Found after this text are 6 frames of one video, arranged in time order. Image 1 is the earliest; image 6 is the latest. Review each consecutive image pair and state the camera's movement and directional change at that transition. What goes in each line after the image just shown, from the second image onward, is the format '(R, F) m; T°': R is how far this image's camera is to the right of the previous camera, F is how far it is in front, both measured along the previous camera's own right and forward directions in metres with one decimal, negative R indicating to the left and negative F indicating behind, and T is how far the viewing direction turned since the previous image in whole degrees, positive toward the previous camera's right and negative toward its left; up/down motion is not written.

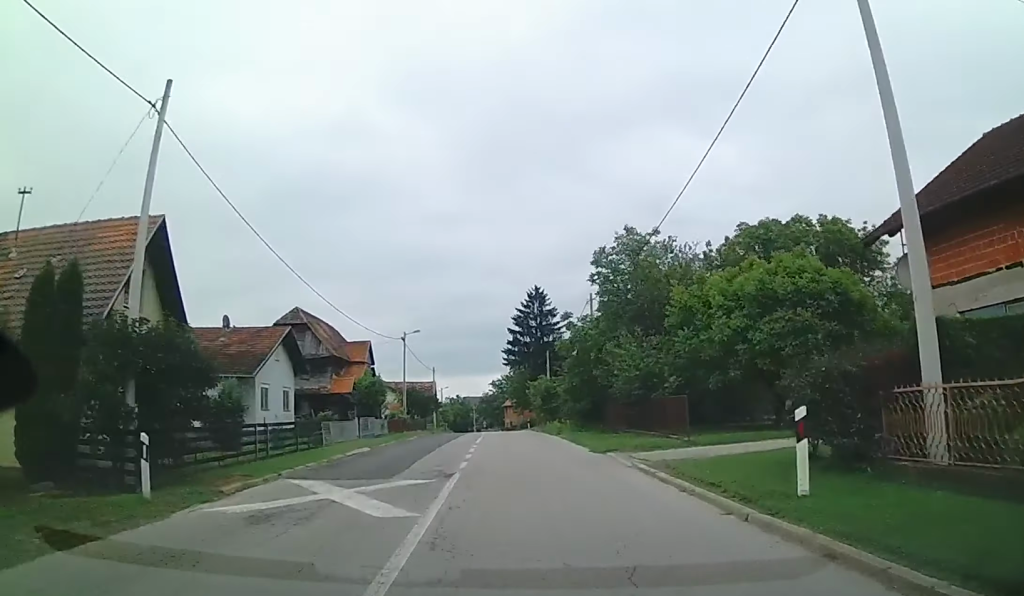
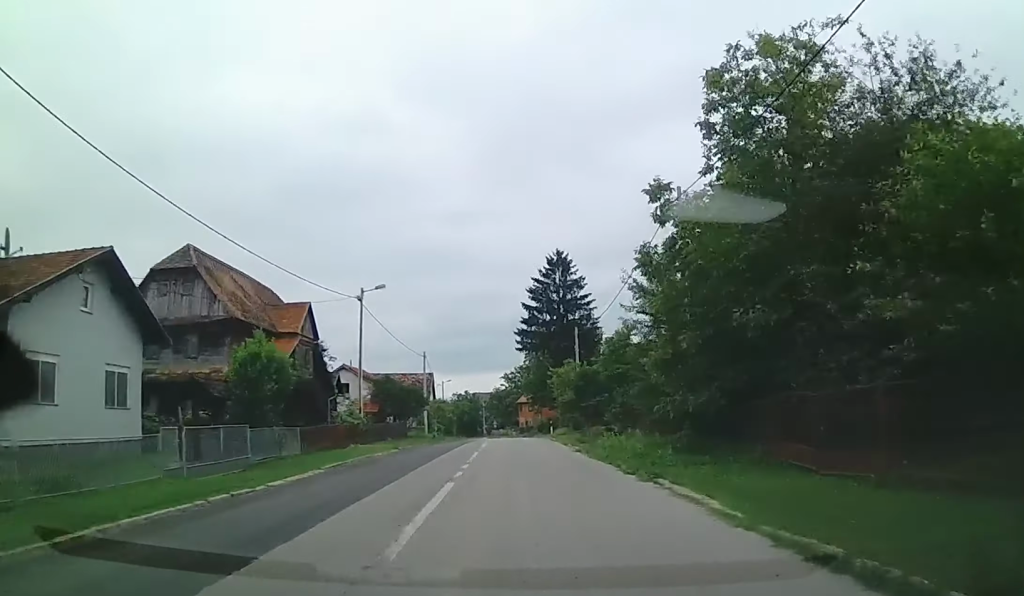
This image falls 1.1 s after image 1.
(-0.3, +19.8) m; -1°
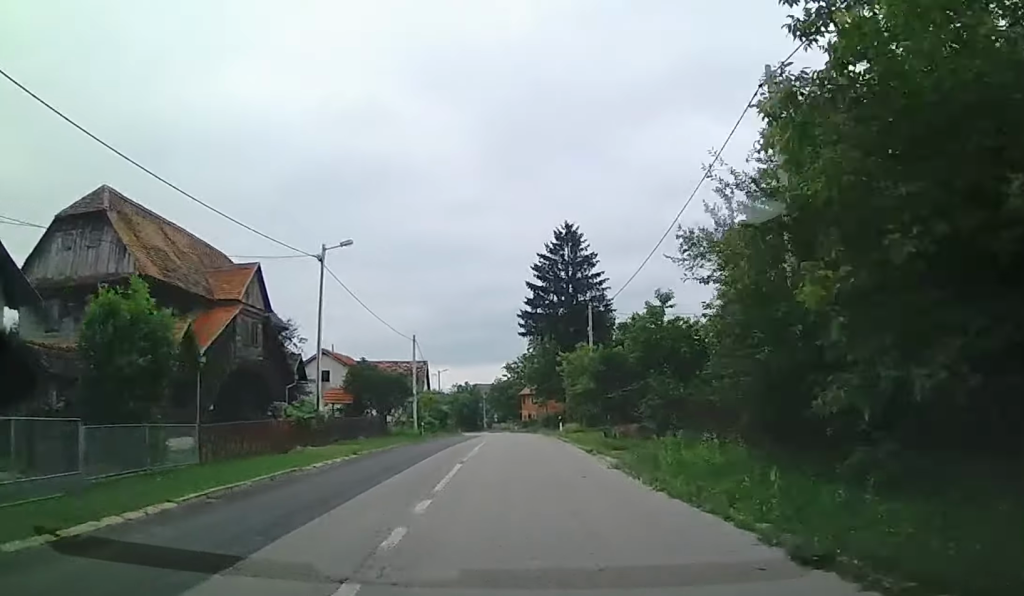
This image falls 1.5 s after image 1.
(0.0, +8.0) m; 0°
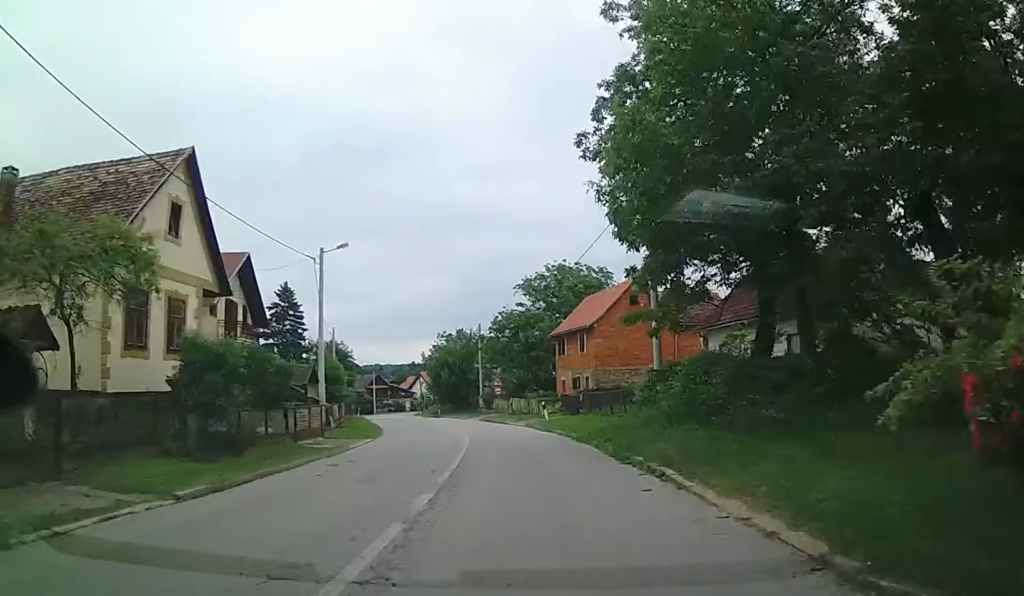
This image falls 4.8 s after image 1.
(-1.1, +59.6) m; -4°
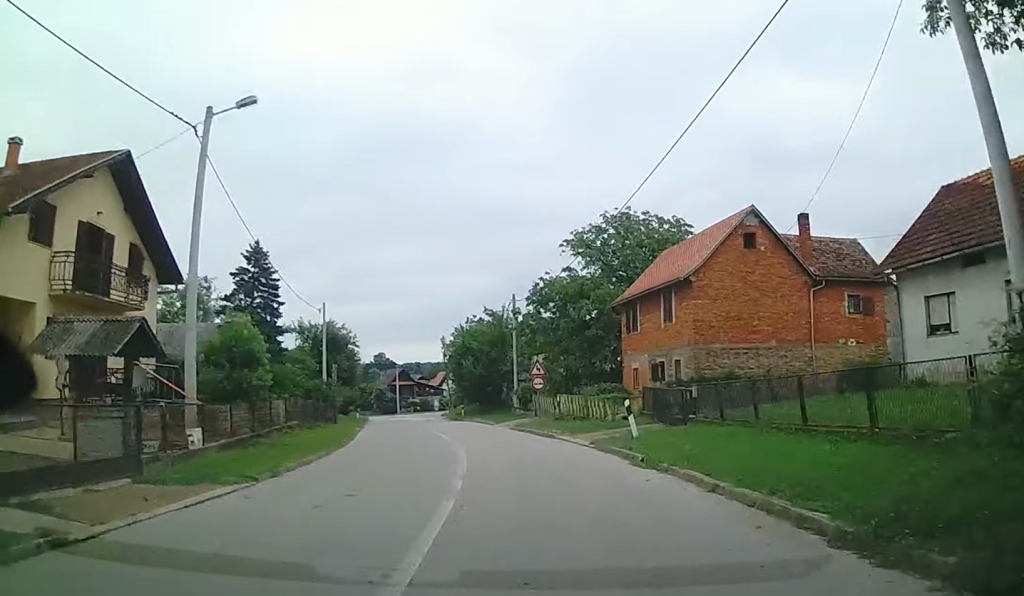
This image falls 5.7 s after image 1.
(-0.9, +15.5) m; -6°
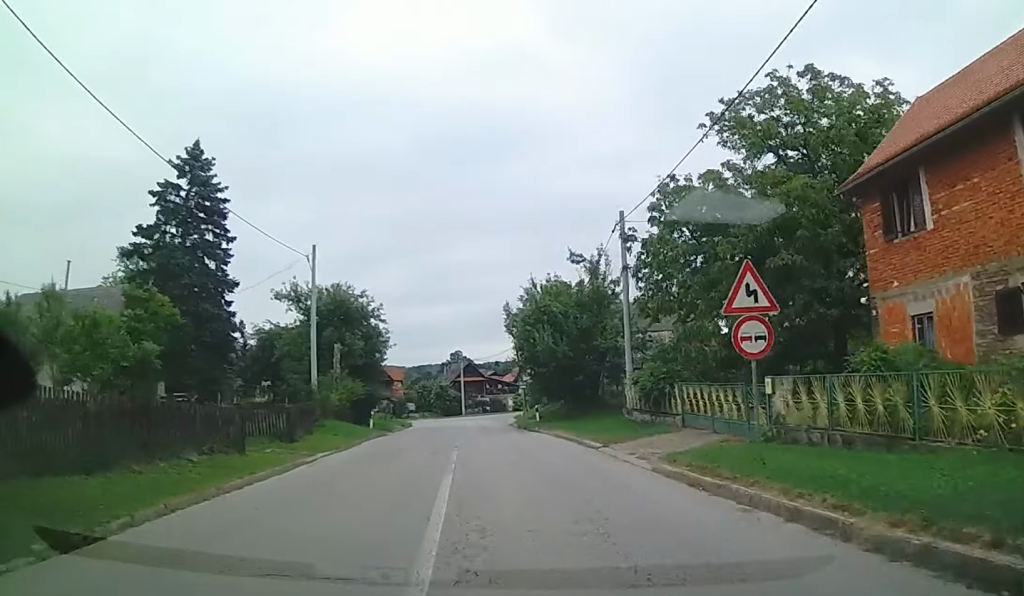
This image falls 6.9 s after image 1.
(-1.2, +19.3) m; -5°
